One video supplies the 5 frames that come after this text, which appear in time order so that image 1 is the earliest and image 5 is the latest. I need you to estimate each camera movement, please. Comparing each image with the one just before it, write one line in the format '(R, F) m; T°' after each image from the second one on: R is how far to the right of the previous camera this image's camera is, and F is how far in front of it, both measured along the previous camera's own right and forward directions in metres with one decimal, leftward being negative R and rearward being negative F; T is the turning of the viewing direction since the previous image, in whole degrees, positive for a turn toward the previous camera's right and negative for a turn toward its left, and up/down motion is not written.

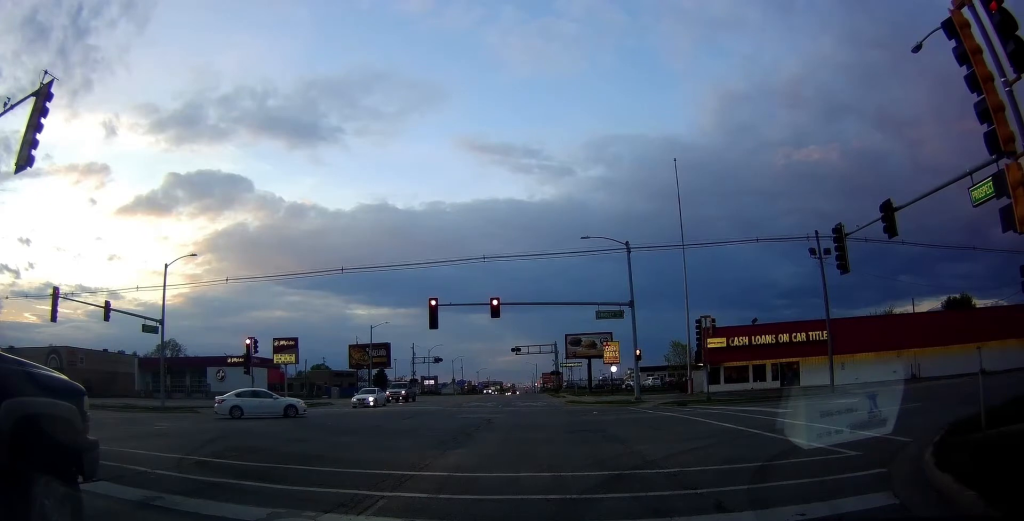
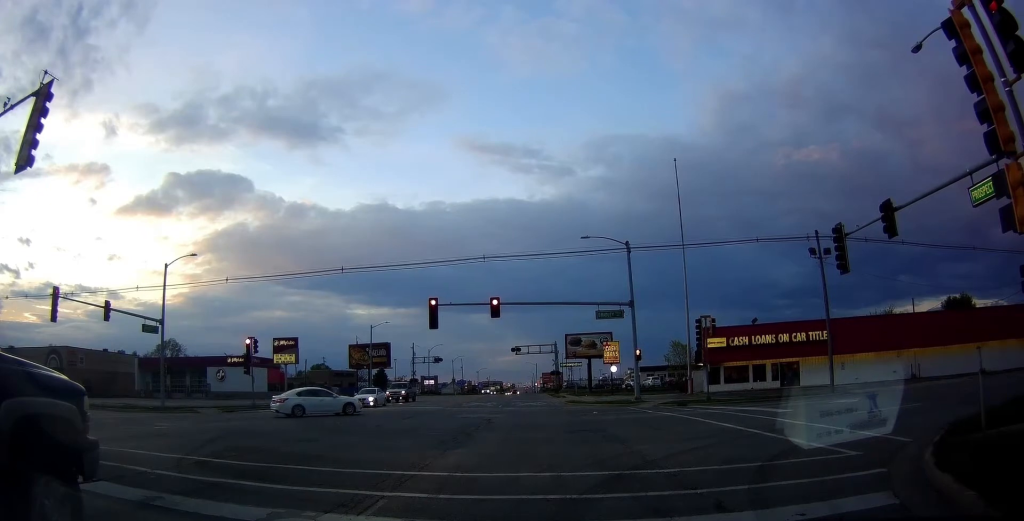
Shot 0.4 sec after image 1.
(0.0, 0.0) m; 0°
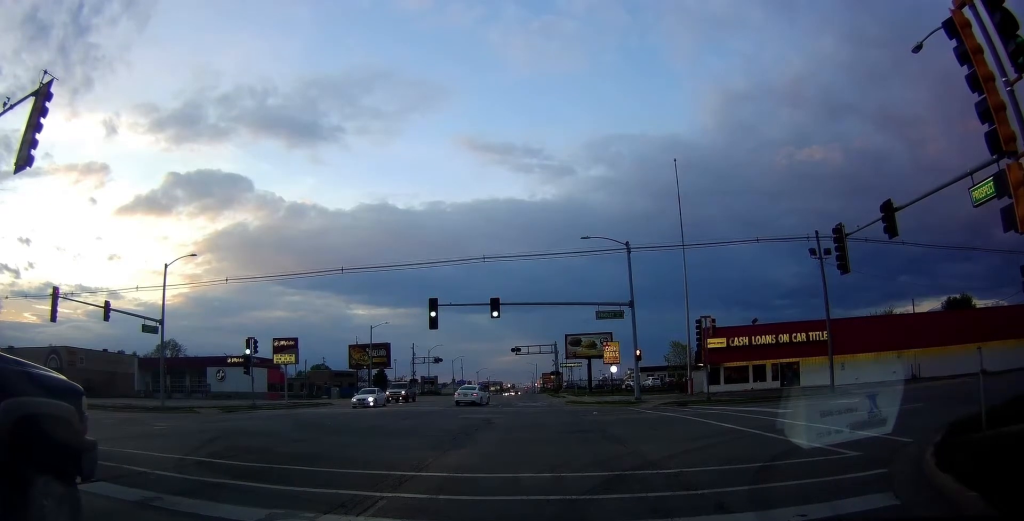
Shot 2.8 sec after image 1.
(0.0, +0.2) m; 0°
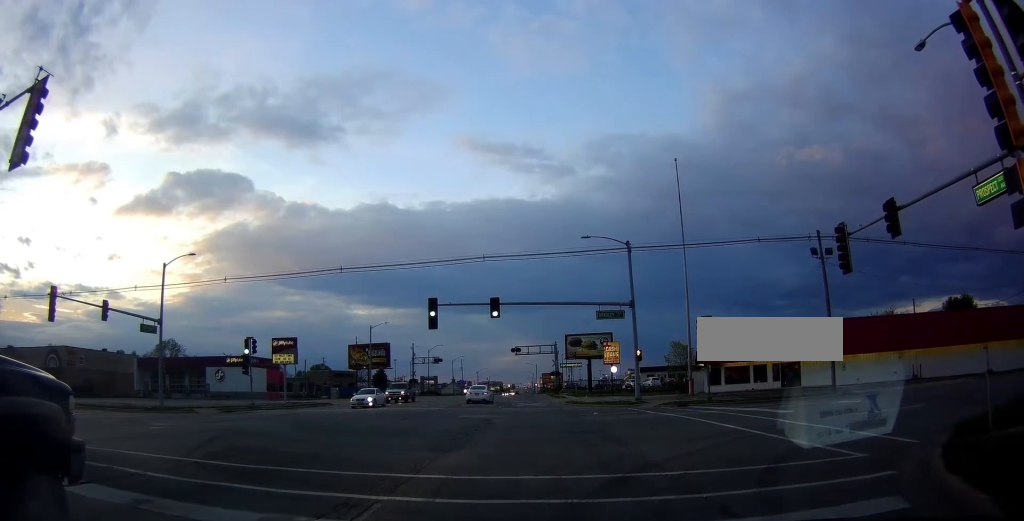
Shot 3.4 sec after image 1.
(0.0, +0.2) m; 0°
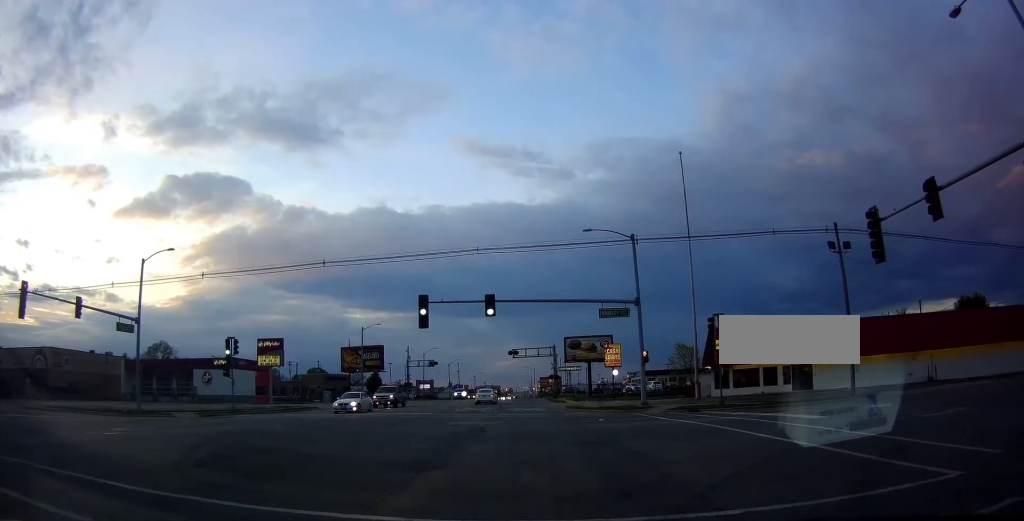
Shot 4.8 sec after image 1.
(0.0, +1.9) m; -3°
